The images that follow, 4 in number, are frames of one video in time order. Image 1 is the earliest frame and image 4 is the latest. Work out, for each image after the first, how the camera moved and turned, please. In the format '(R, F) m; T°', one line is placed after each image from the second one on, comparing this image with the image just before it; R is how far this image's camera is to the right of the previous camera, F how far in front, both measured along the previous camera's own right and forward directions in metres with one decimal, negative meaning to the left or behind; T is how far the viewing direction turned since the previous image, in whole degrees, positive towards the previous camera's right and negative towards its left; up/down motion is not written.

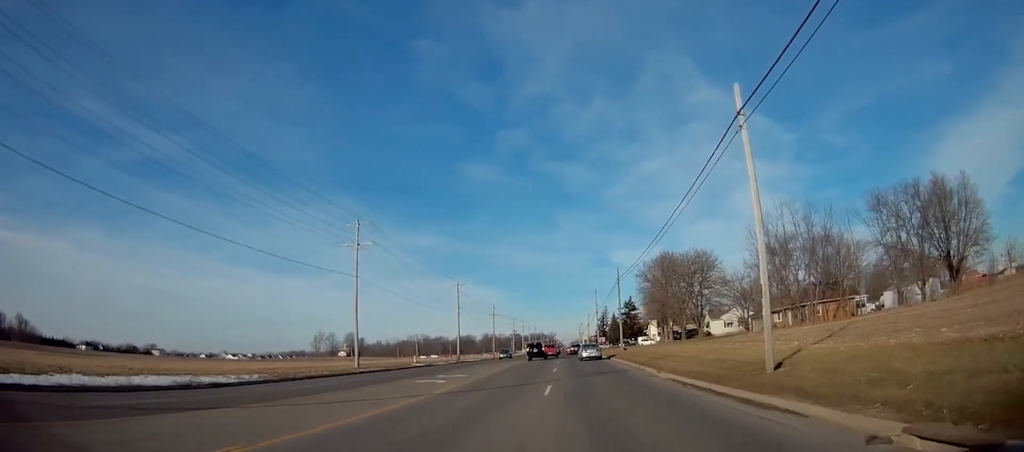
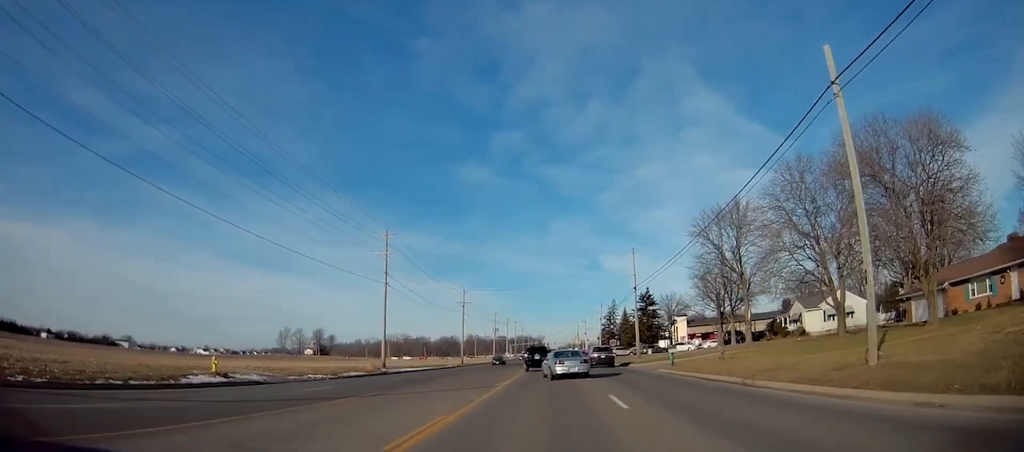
(+1.0, +43.6) m; +4°
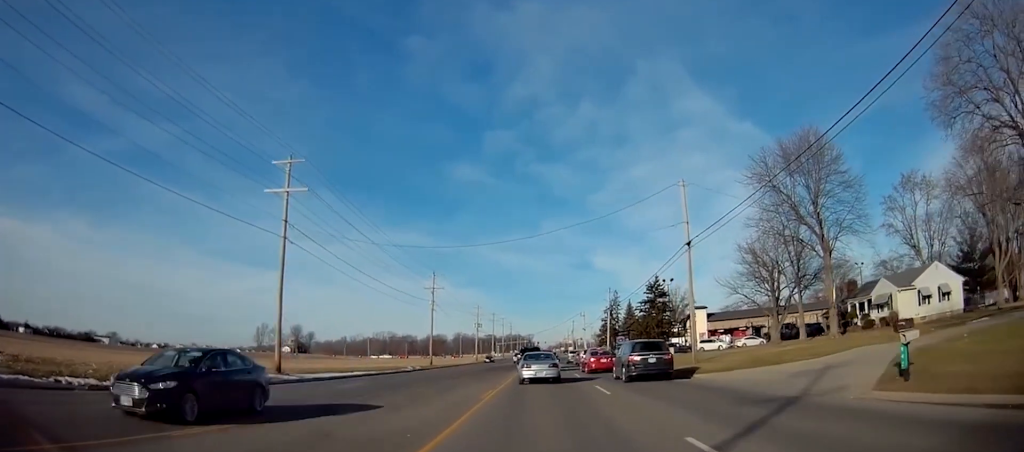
(+0.5, +21.5) m; +1°
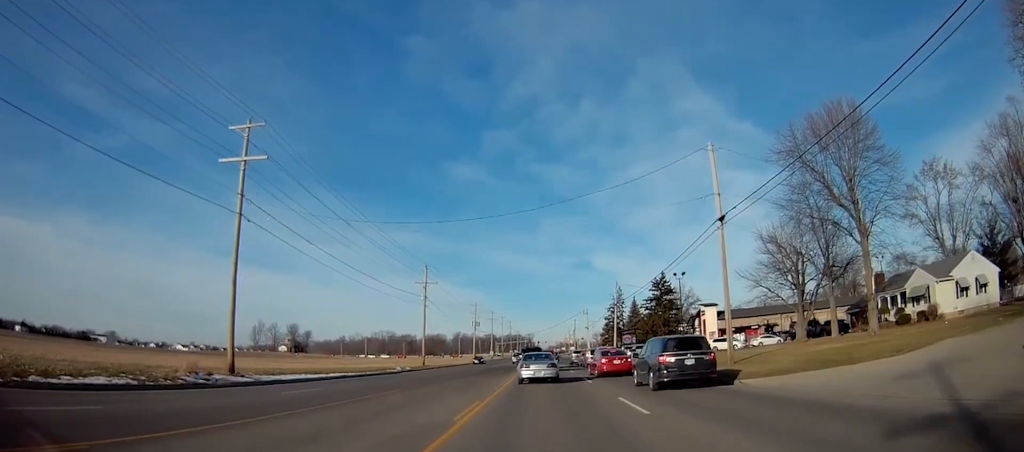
(0.0, +5.6) m; 0°
